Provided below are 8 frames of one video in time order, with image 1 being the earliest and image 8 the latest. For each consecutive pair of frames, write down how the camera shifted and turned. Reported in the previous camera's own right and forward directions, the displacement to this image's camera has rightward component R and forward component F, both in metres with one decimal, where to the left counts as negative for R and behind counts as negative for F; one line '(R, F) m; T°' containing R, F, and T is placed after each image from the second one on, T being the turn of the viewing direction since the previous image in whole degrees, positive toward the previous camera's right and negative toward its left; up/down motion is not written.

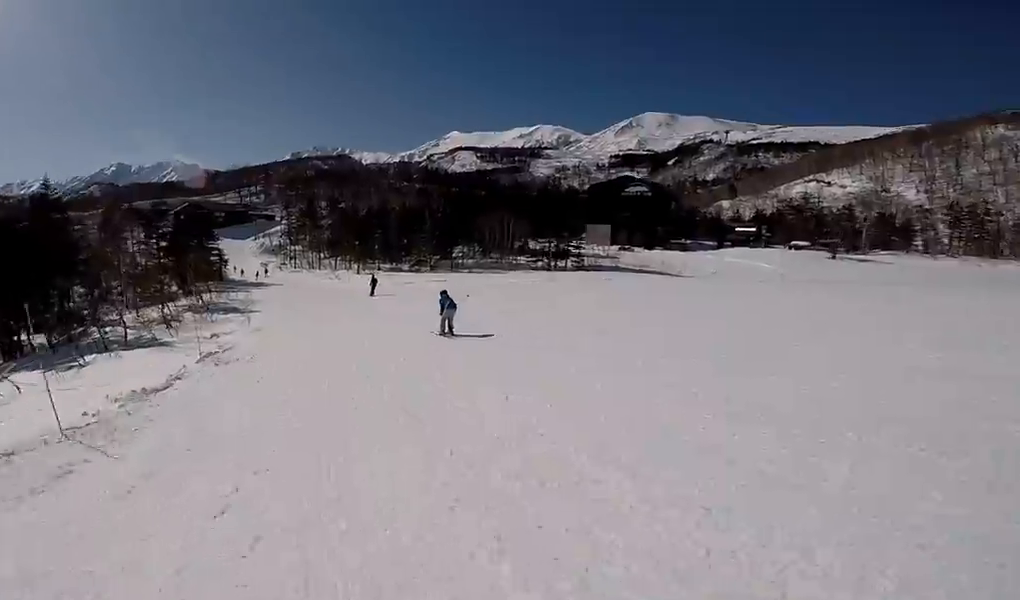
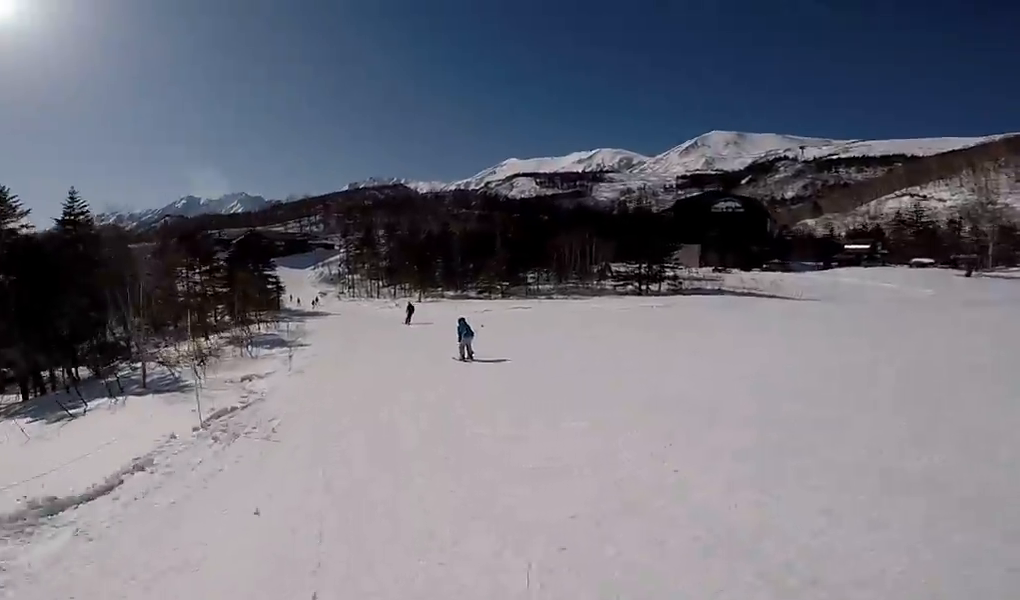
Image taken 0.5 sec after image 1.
(-0.1, +3.1) m; -2°
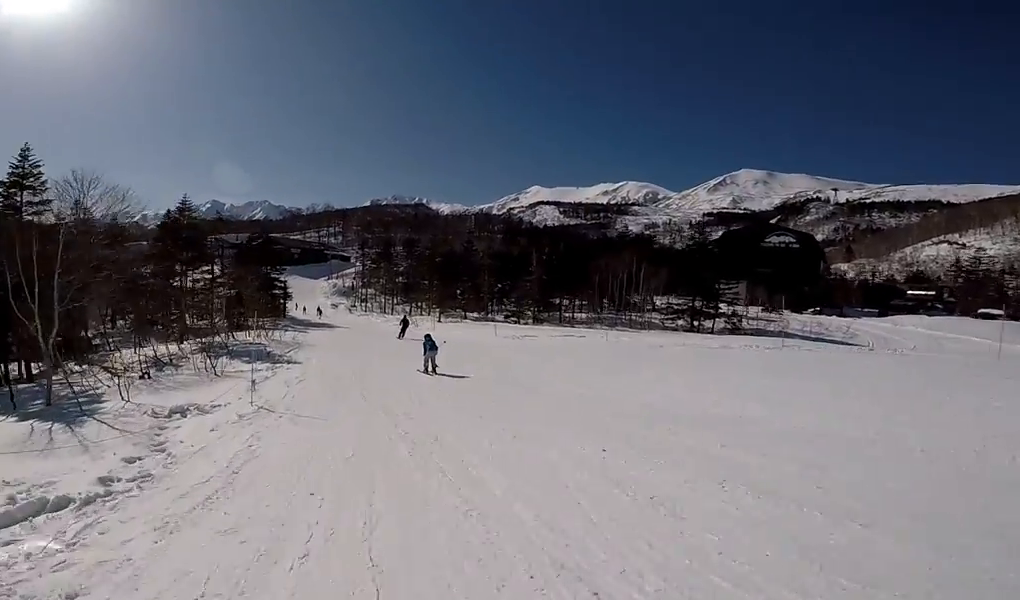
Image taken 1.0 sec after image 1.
(-0.1, +4.8) m; -2°
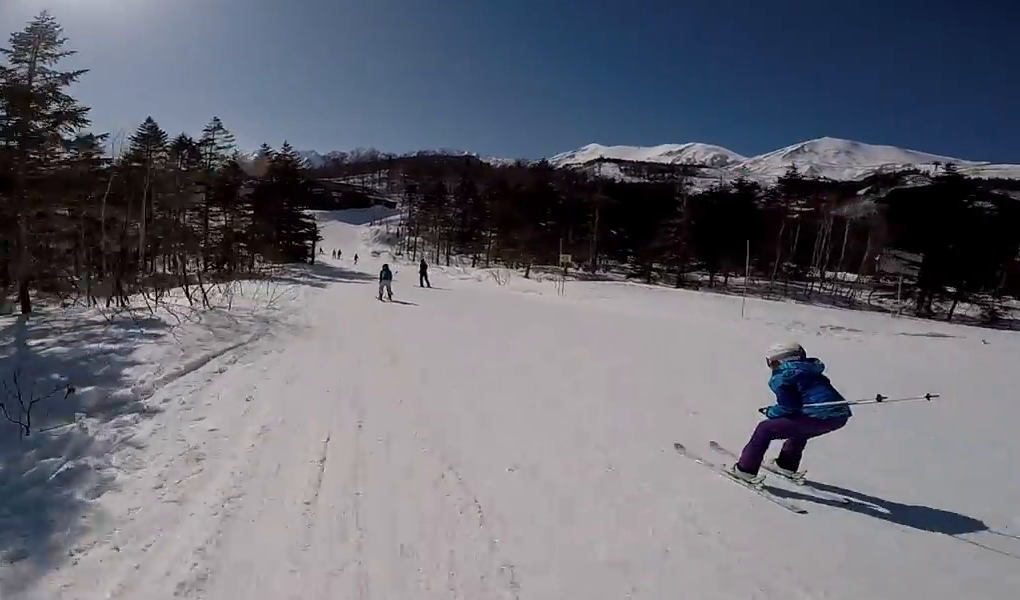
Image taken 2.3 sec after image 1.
(-0.2, +15.9) m; -1°
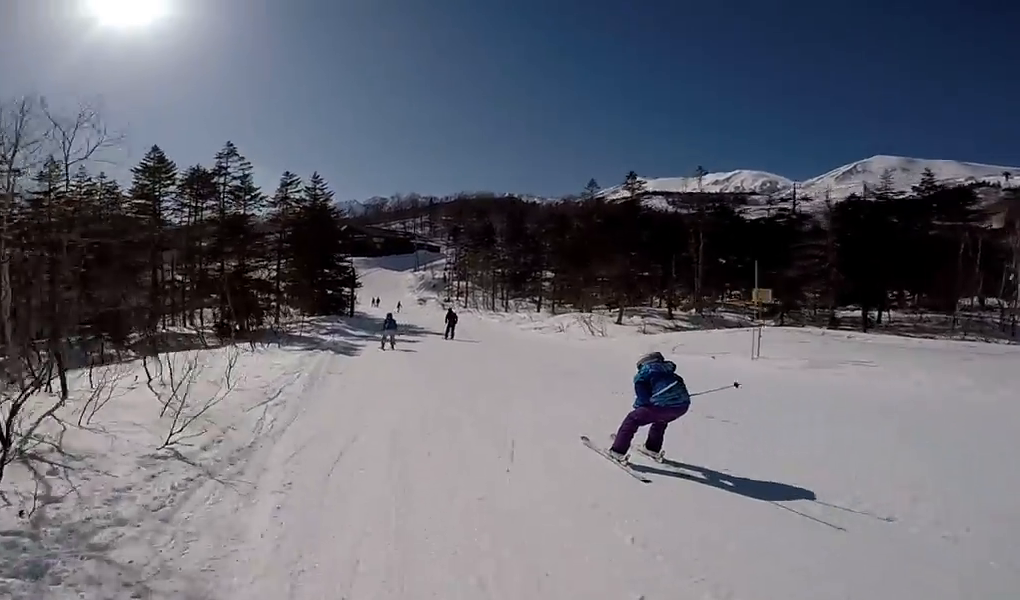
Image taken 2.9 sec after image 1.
(0.0, +7.7) m; 0°
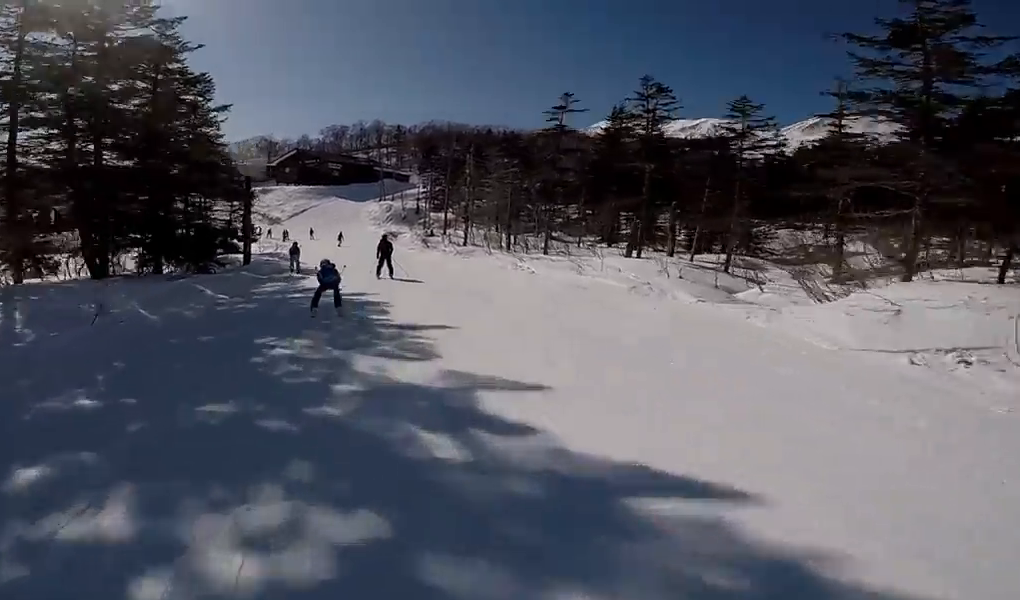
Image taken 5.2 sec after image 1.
(-0.8, +26.4) m; -3°
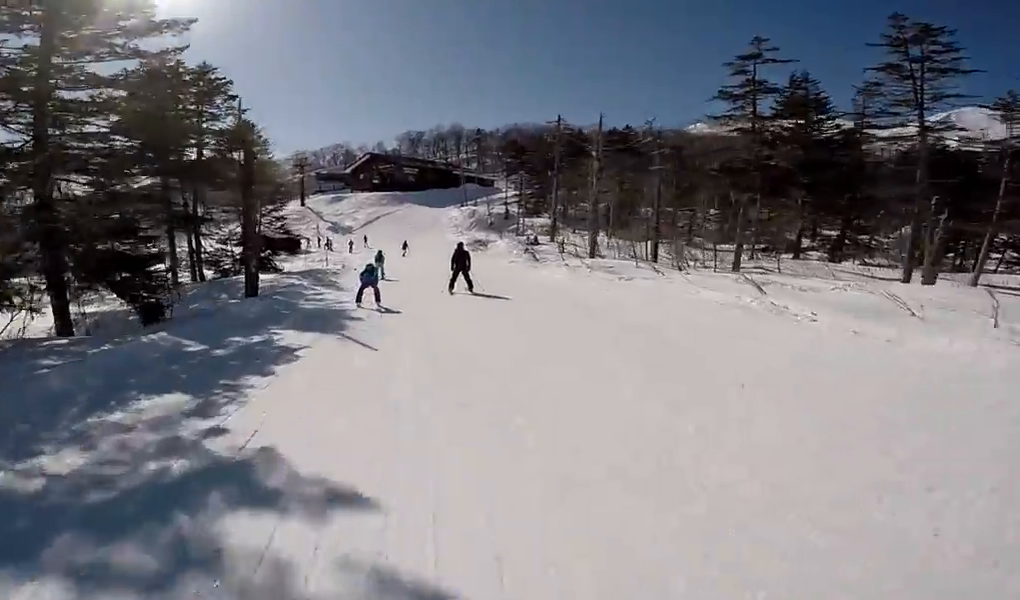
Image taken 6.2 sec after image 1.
(0.0, +10.5) m; 0°
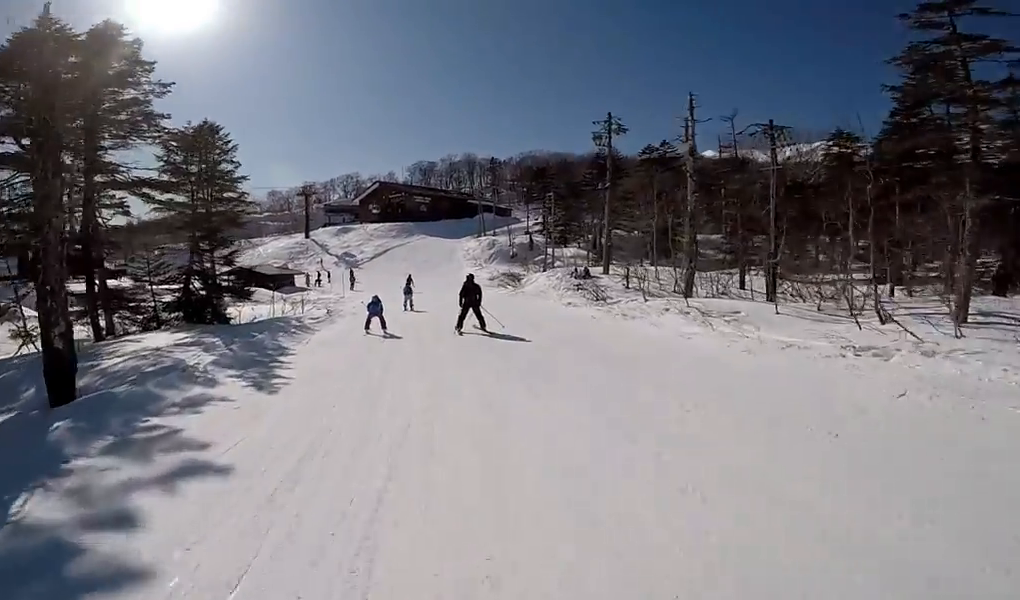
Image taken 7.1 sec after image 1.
(0.0, +8.9) m; -1°
